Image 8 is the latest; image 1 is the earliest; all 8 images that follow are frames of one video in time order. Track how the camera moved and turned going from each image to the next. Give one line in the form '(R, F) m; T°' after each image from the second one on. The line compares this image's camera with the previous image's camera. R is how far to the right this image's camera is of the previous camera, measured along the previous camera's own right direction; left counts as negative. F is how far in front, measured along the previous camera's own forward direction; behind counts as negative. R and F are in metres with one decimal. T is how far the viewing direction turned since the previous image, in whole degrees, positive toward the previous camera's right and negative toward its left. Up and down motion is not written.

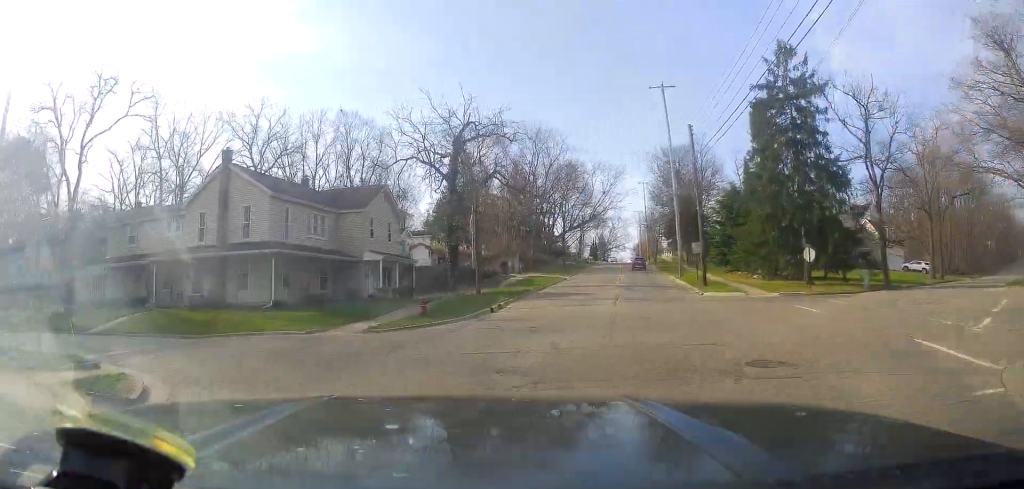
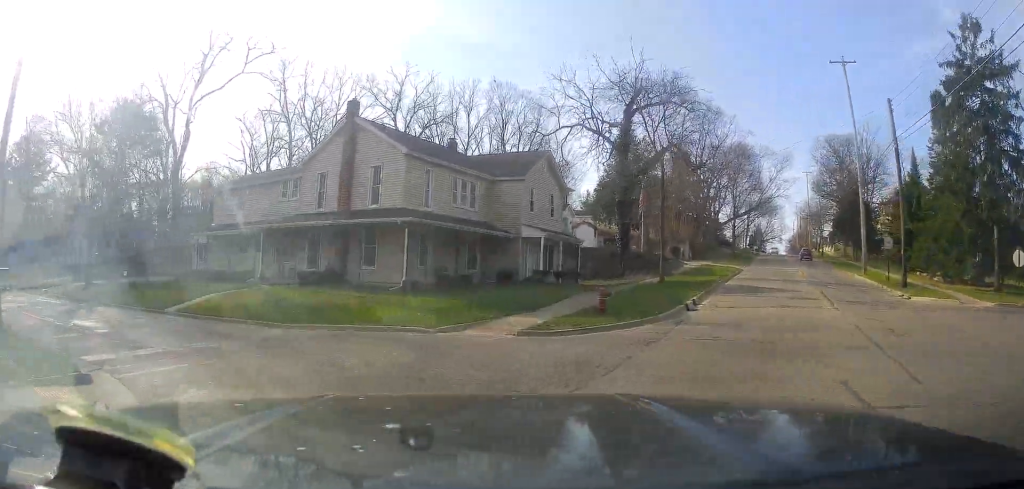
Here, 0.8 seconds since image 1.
(-1.3, +5.2) m; -23°
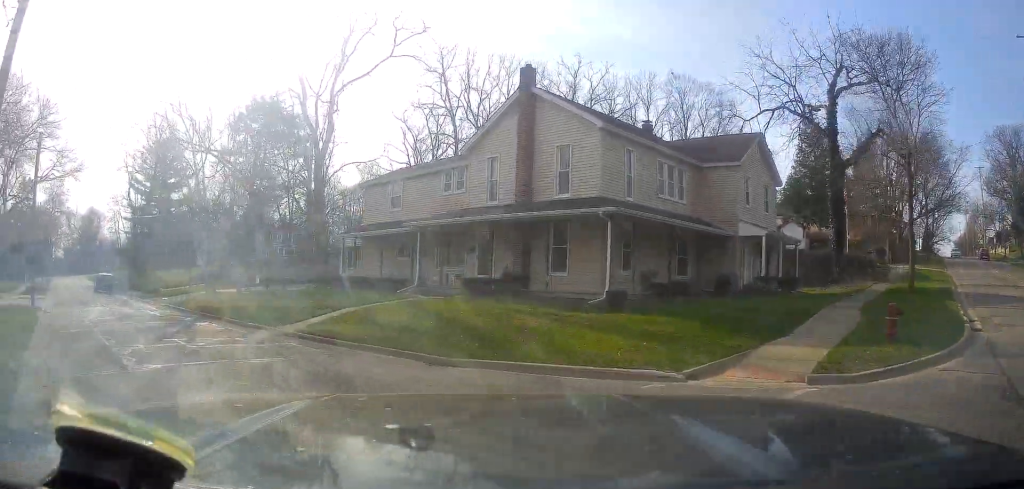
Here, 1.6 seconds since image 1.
(-1.1, +5.0) m; -16°
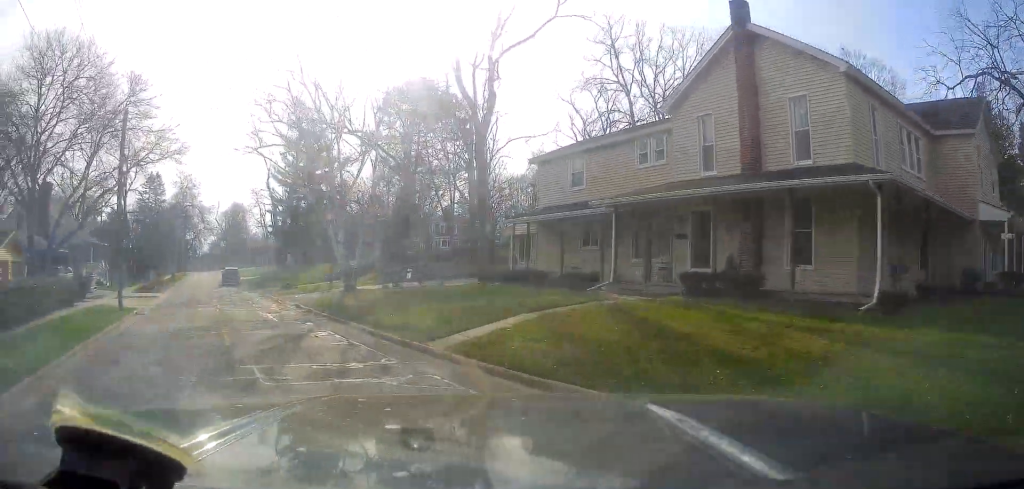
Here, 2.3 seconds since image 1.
(-0.6, +4.8) m; -13°
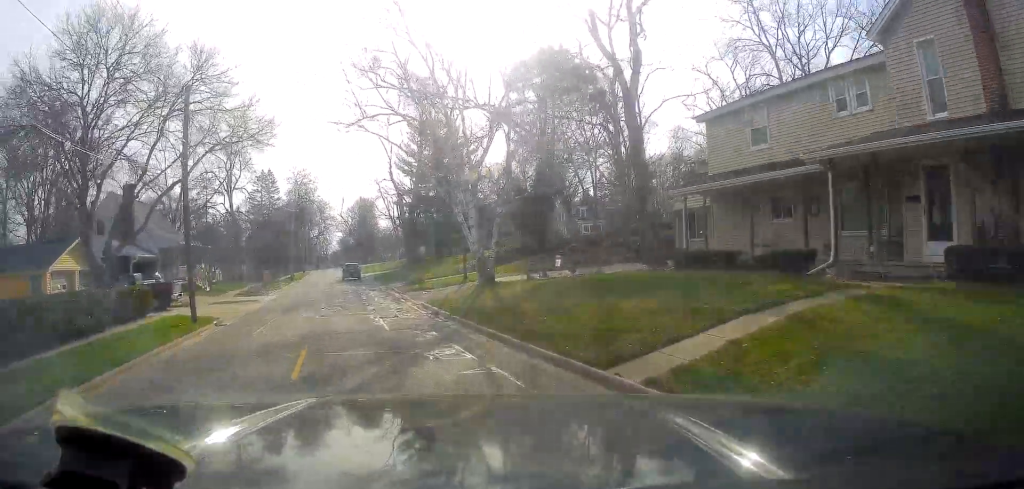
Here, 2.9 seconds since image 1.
(+0.1, +4.5) m; -12°
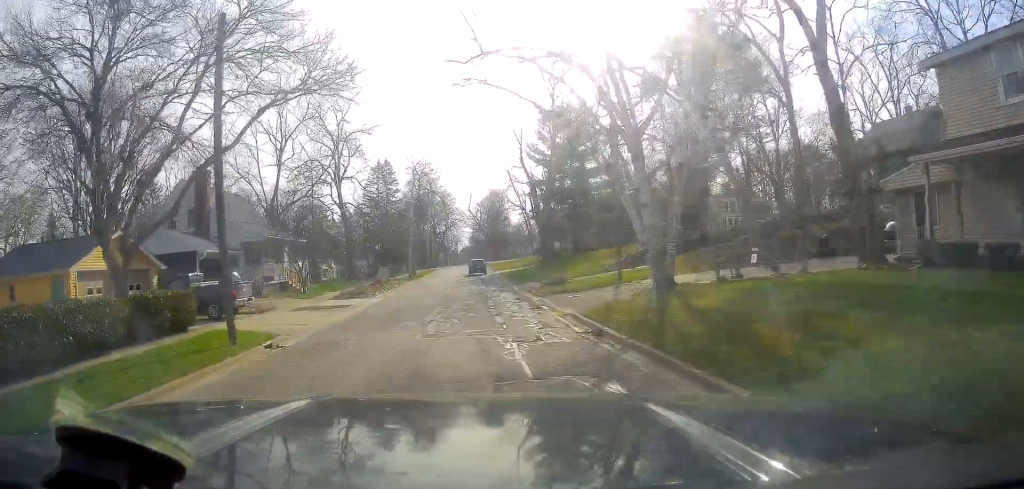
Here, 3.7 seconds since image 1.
(-1.4, +6.5) m; -12°
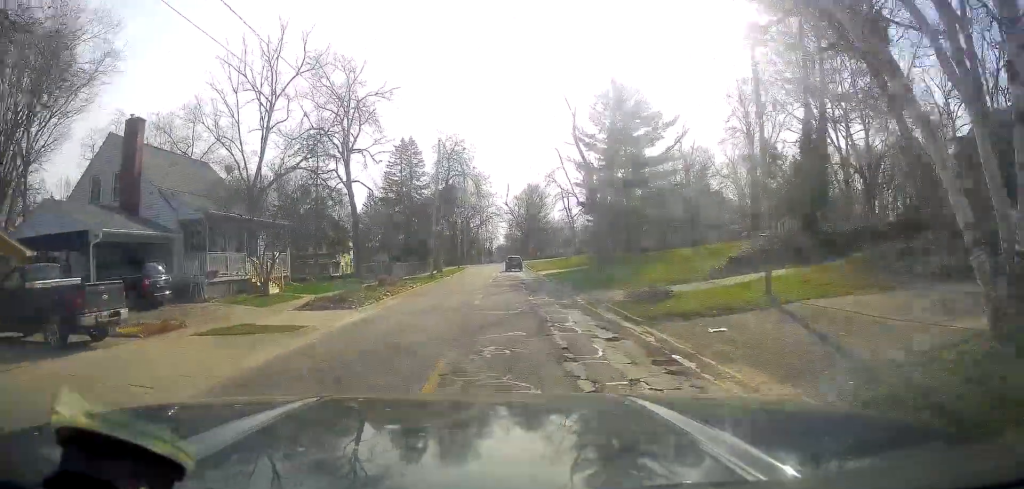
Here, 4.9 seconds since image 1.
(-1.3, +11.8) m; -7°
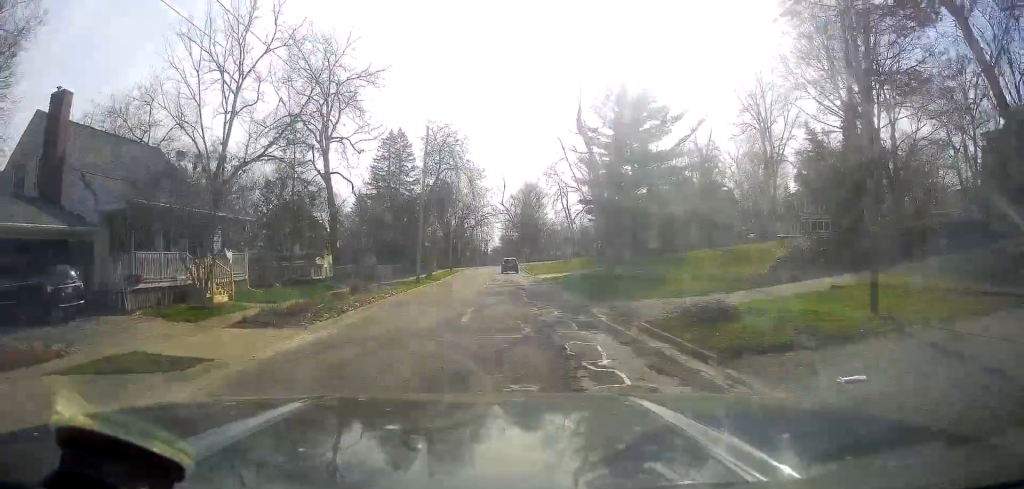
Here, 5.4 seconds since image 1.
(0.0, +5.4) m; +1°
